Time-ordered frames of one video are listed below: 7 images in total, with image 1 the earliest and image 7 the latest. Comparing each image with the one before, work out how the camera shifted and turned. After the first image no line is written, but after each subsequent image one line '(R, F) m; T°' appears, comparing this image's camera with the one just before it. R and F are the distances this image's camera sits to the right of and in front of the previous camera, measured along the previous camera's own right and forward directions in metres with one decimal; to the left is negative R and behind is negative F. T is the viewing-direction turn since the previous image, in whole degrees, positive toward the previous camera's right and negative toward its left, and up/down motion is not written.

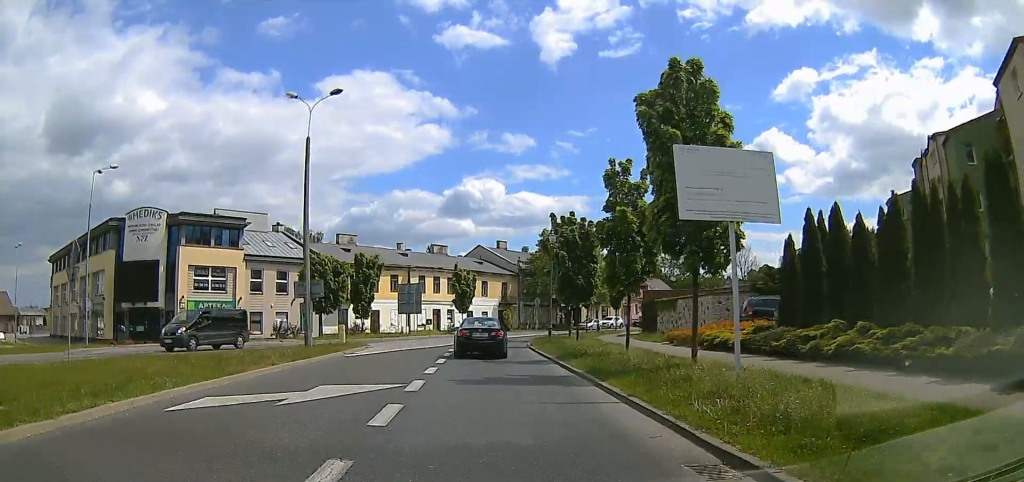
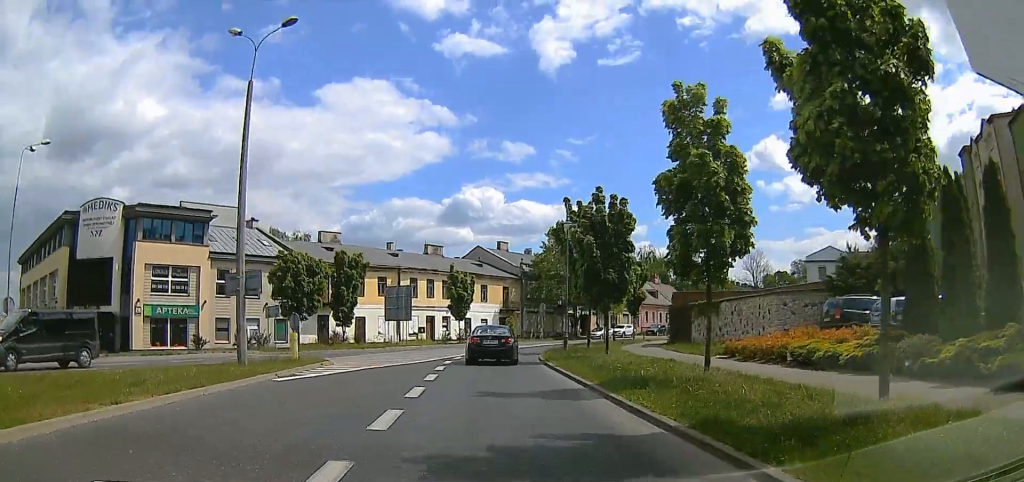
(-0.9, +7.8) m; -5°
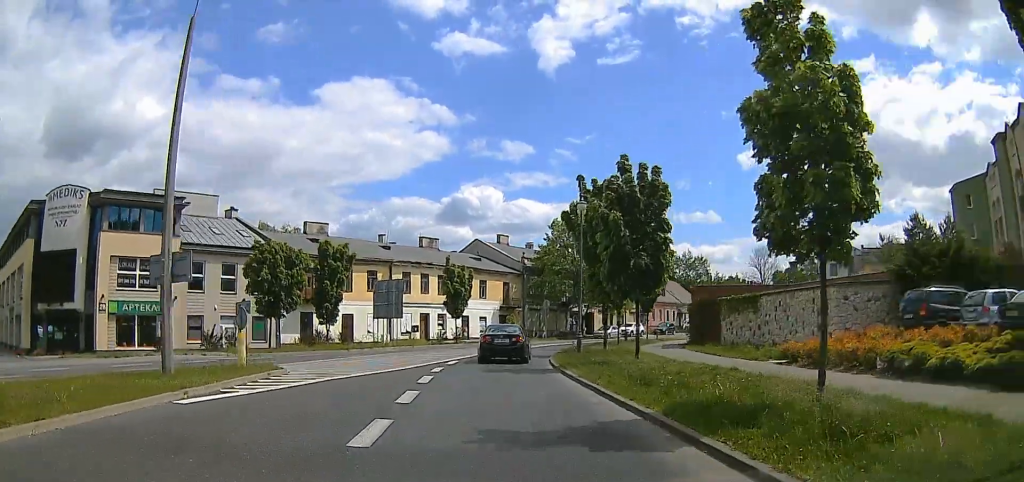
(-0.1, +5.2) m; -1°
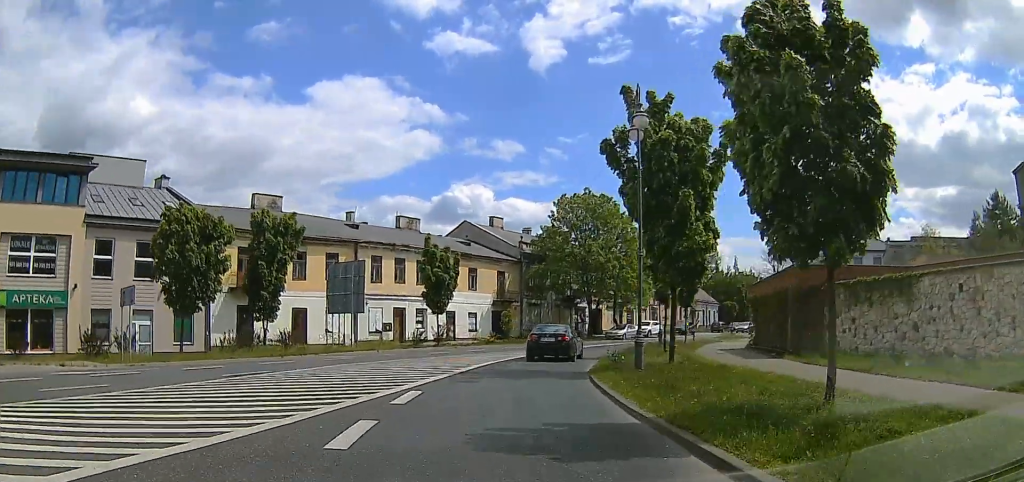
(+0.1, +12.4) m; +2°
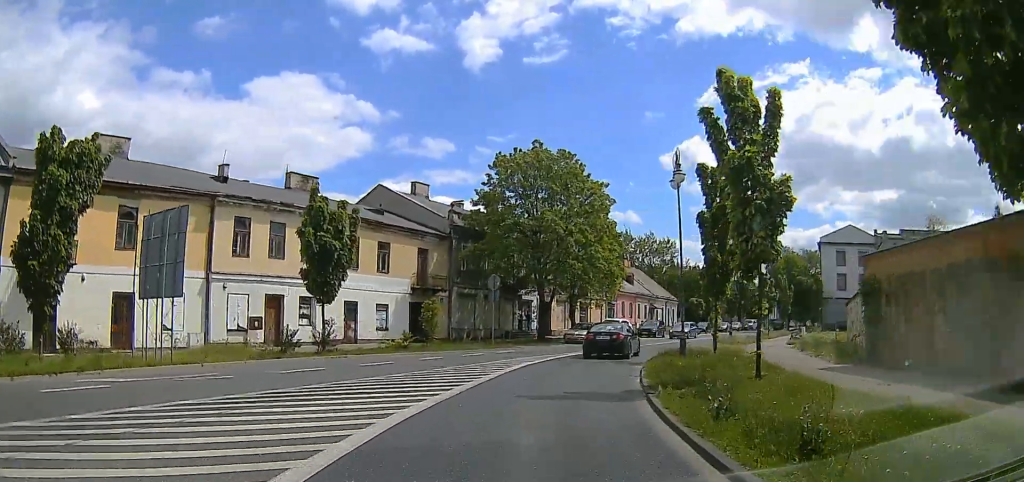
(+0.8, +16.0) m; +5°
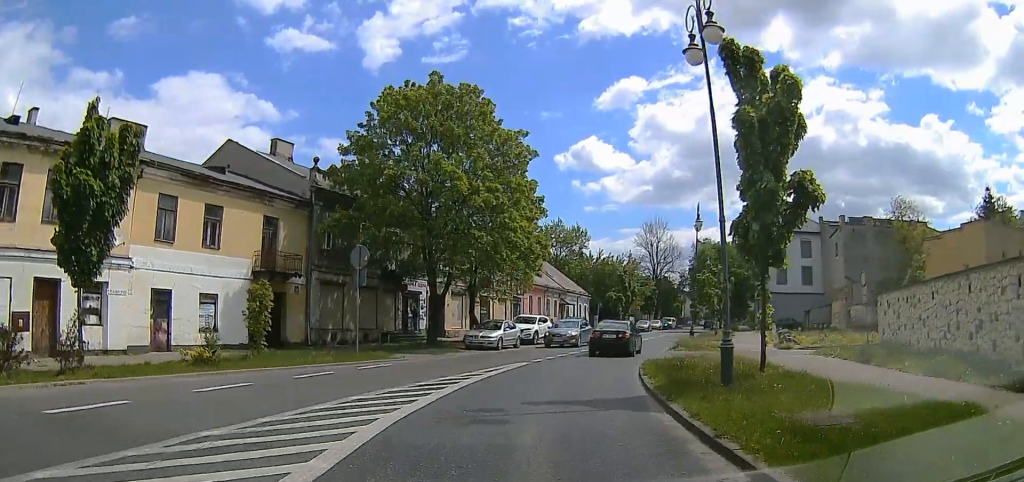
(+0.2, +12.5) m; +12°
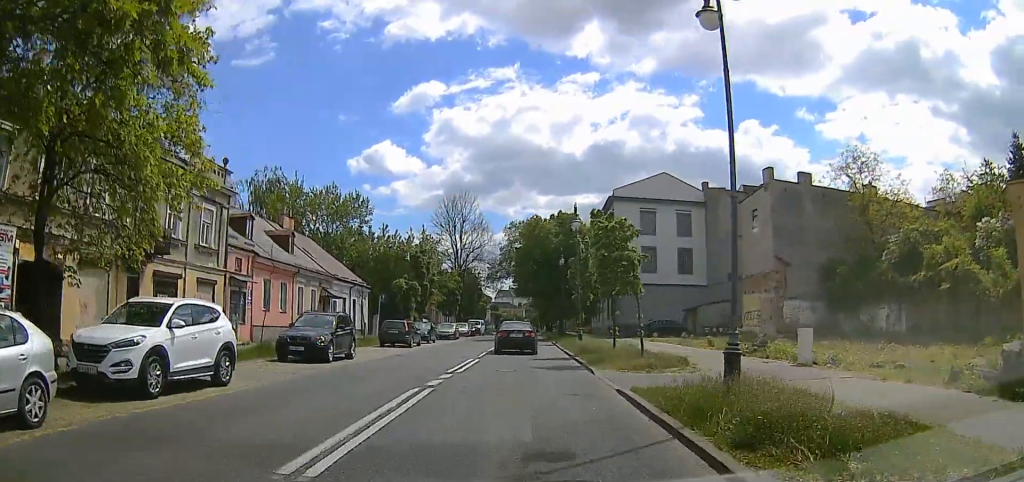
(+5.2, +25.6) m; +15°
